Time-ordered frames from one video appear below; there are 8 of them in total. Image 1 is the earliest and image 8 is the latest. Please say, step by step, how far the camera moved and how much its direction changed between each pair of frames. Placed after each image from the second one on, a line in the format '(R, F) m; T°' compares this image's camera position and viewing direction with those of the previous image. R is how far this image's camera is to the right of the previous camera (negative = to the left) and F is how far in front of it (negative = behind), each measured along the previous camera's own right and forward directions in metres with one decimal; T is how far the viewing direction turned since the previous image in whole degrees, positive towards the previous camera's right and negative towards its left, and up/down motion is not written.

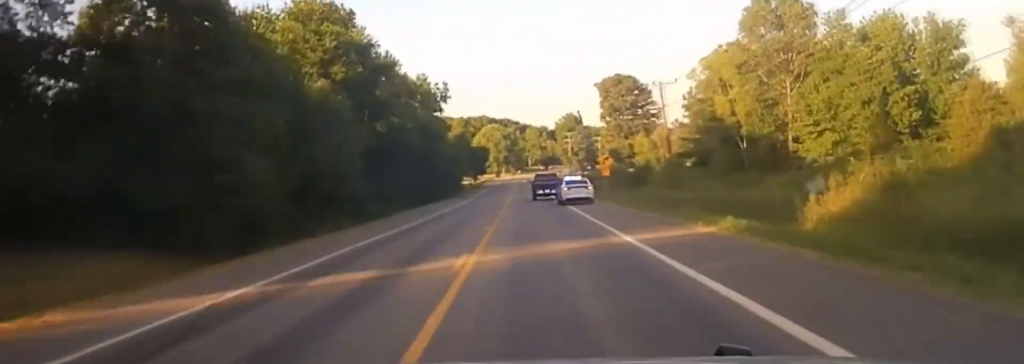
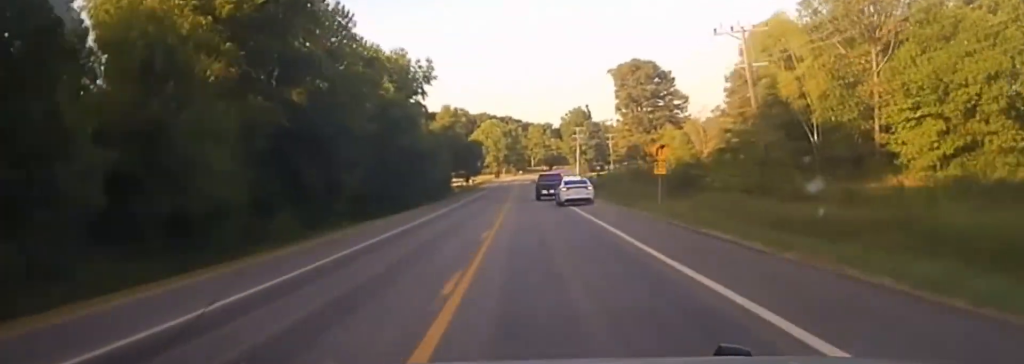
(+0.1, +27.3) m; 0°
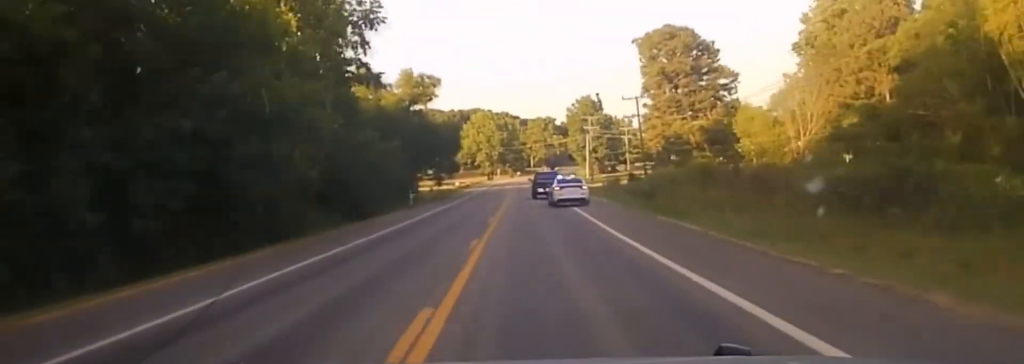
(-0.4, +38.9) m; 0°
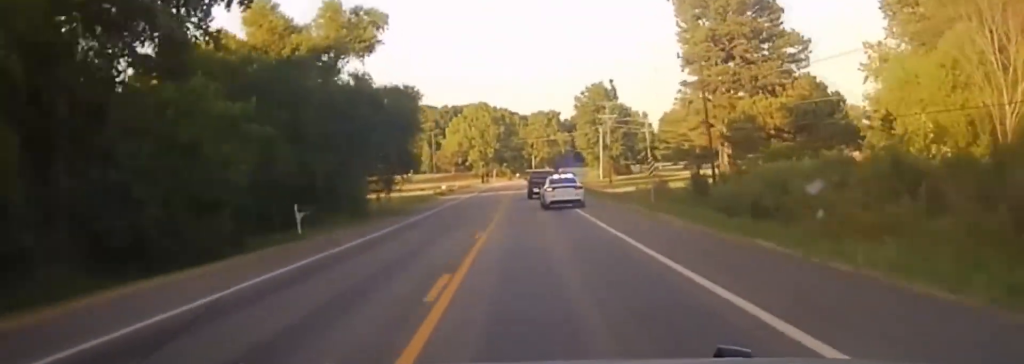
(+0.5, +33.5) m; 0°
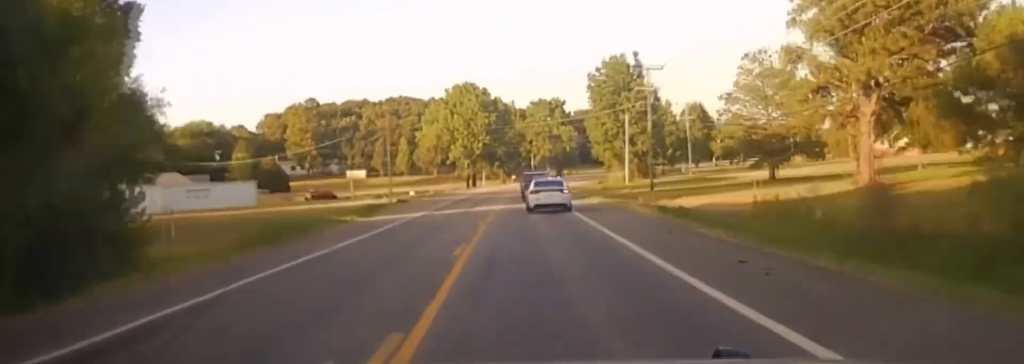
(-0.2, +41.0) m; 0°
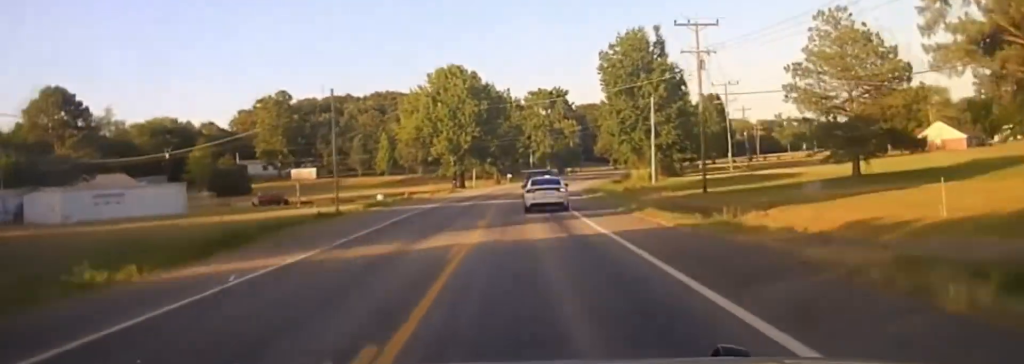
(-0.1, +26.0) m; 0°
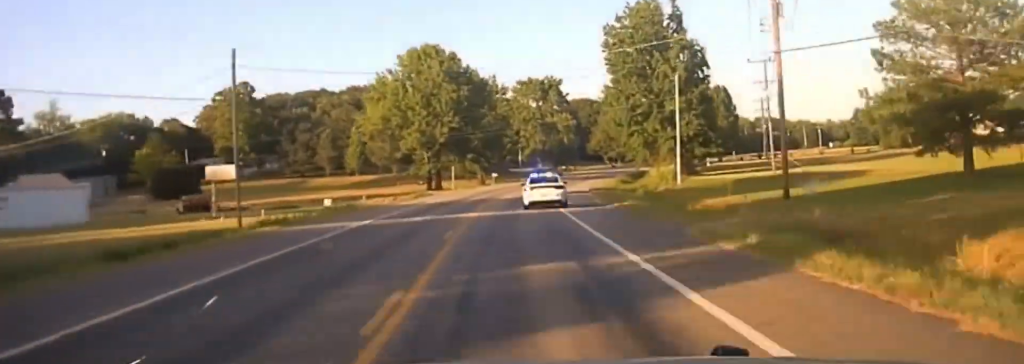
(-0.2, +17.6) m; +1°
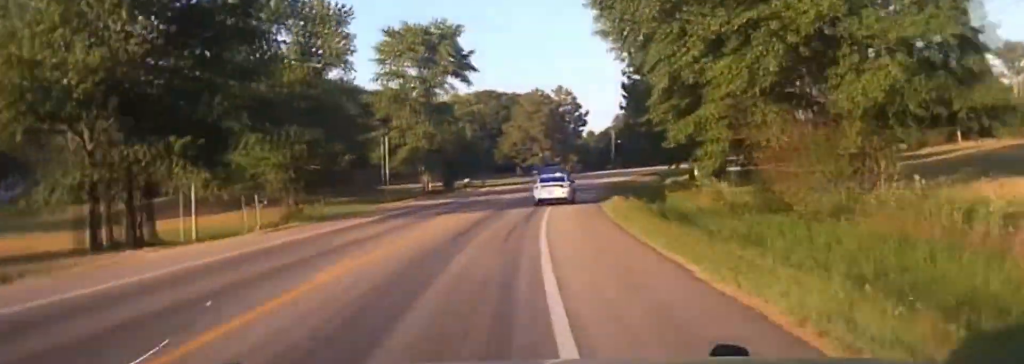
(+3.6, +68.1) m; +7°
